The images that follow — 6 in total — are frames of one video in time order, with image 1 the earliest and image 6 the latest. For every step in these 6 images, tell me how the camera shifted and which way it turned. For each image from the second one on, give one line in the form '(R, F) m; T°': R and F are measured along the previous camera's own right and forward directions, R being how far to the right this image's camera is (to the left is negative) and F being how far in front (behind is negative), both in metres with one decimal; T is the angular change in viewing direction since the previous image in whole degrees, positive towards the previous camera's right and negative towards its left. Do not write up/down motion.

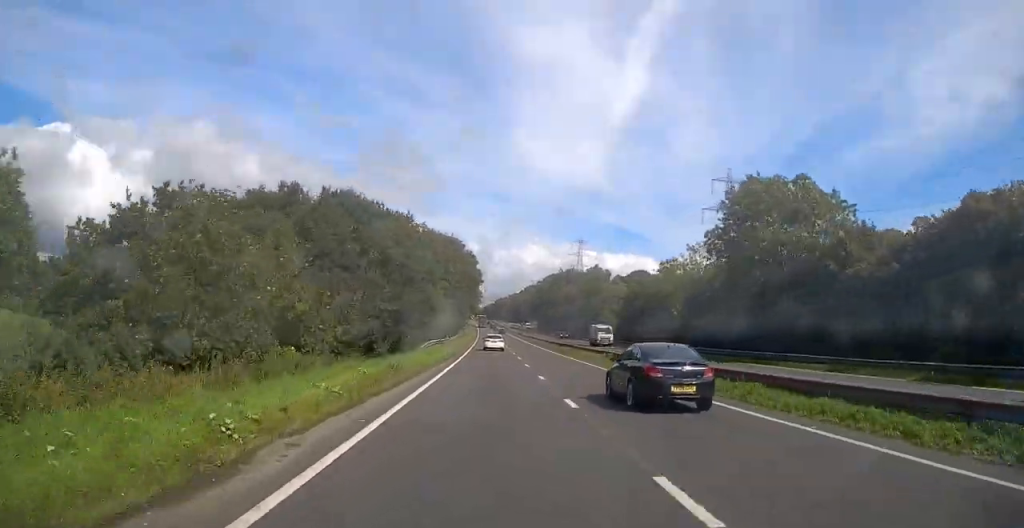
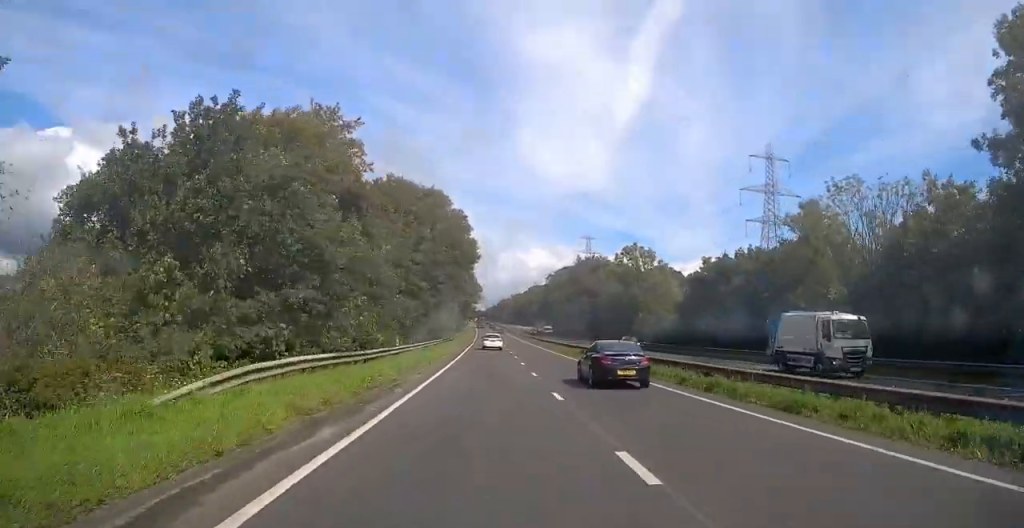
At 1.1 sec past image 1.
(0.0, +33.2) m; +1°
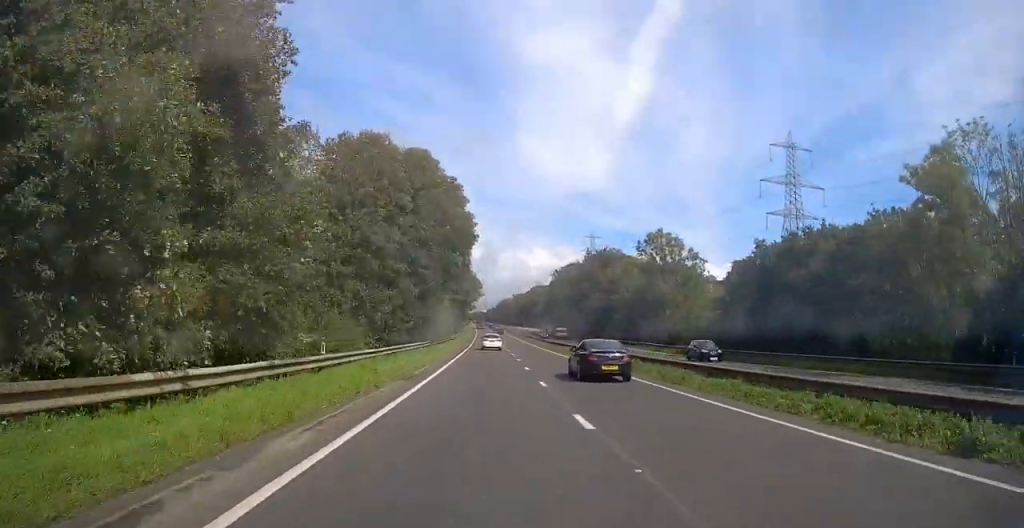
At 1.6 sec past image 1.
(+0.1, +14.2) m; 0°
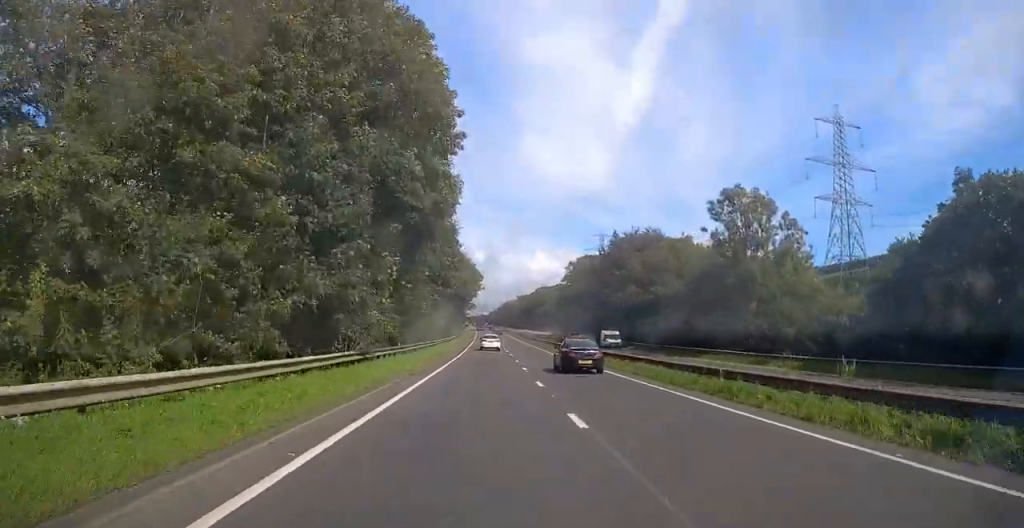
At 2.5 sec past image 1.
(+0.3, +28.0) m; 0°
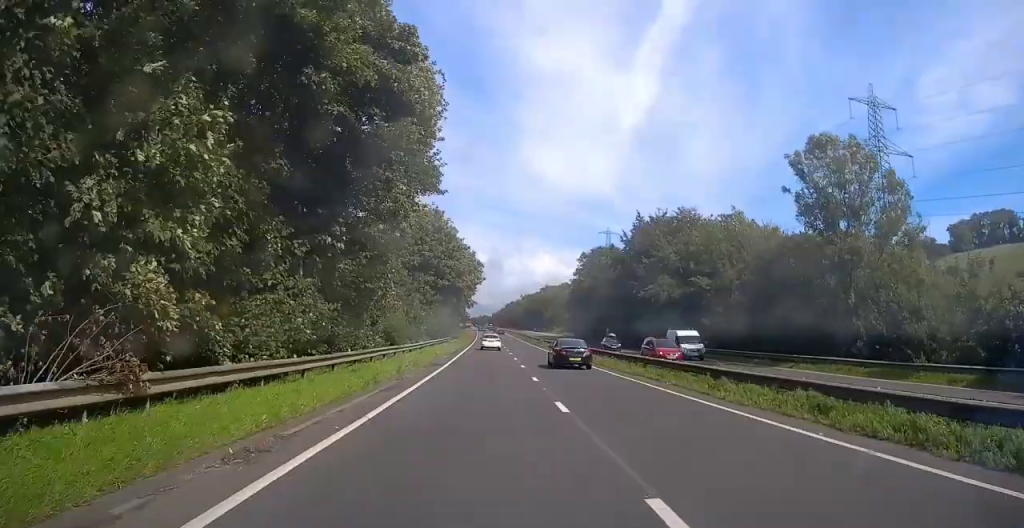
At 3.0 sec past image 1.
(+0.1, +16.4) m; -1°
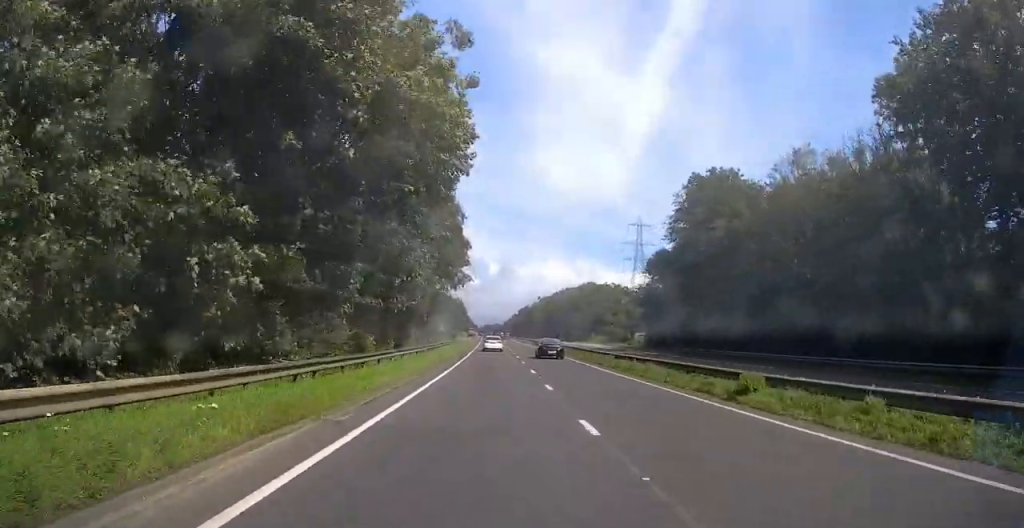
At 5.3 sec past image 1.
(-3.3, +66.8) m; -4°
